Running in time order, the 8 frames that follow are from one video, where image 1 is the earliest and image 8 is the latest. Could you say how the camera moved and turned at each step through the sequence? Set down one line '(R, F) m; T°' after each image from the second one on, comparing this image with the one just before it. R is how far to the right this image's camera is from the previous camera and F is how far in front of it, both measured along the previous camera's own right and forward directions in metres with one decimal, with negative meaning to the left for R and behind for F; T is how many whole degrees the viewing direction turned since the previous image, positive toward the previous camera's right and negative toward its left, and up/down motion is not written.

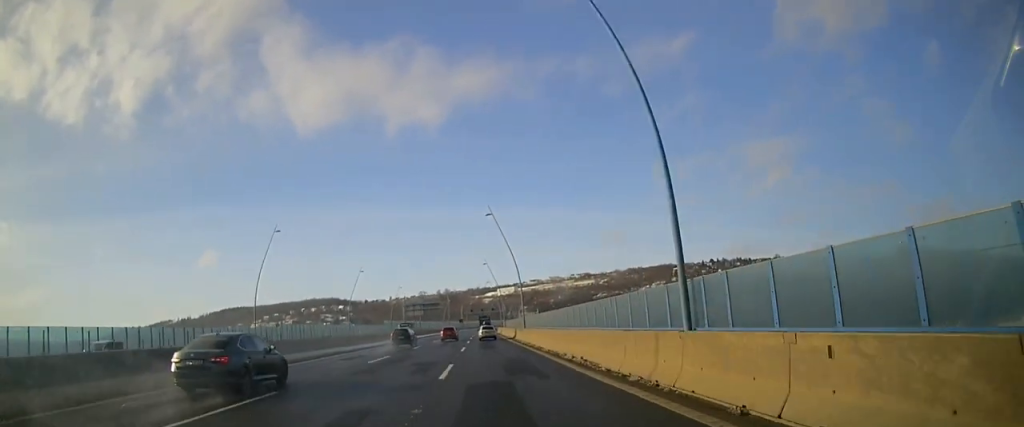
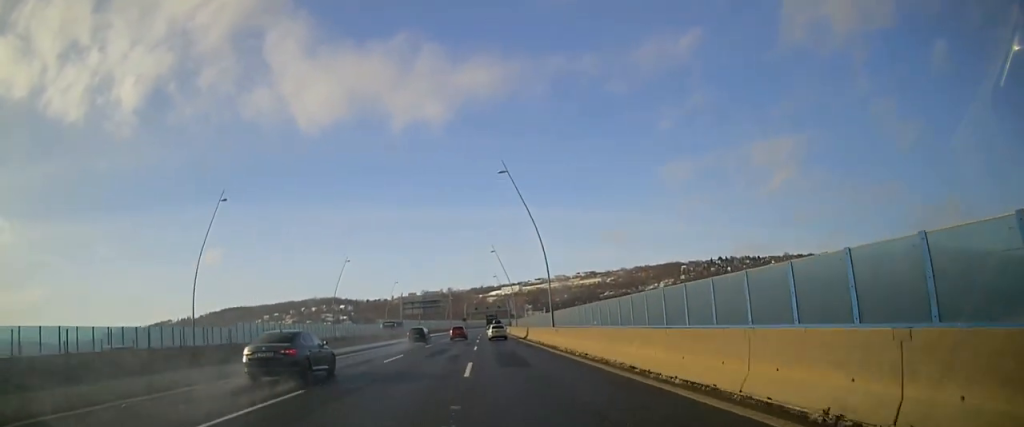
(0.0, +17.5) m; 0°
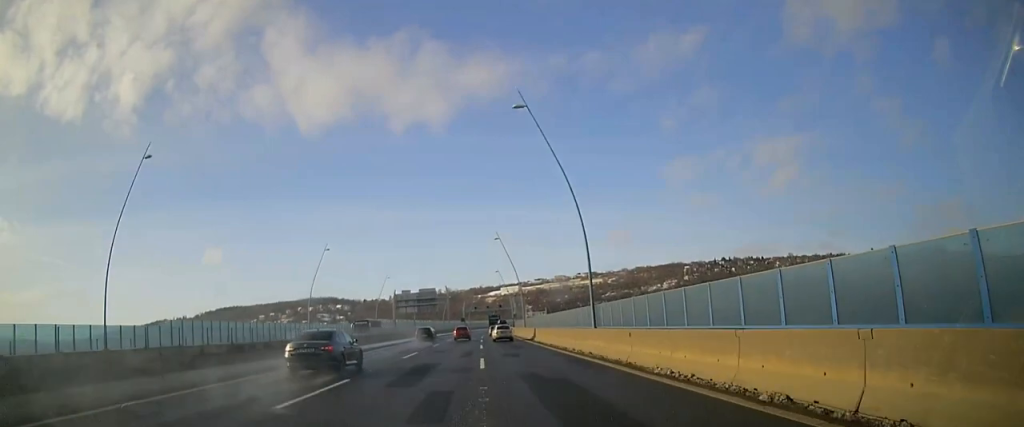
(0.0, +14.7) m; 0°
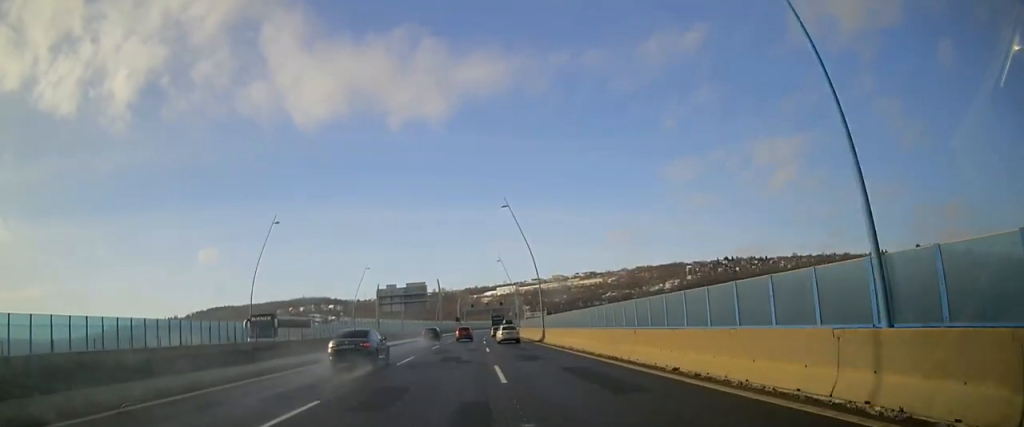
(0.0, +22.7) m; 0°
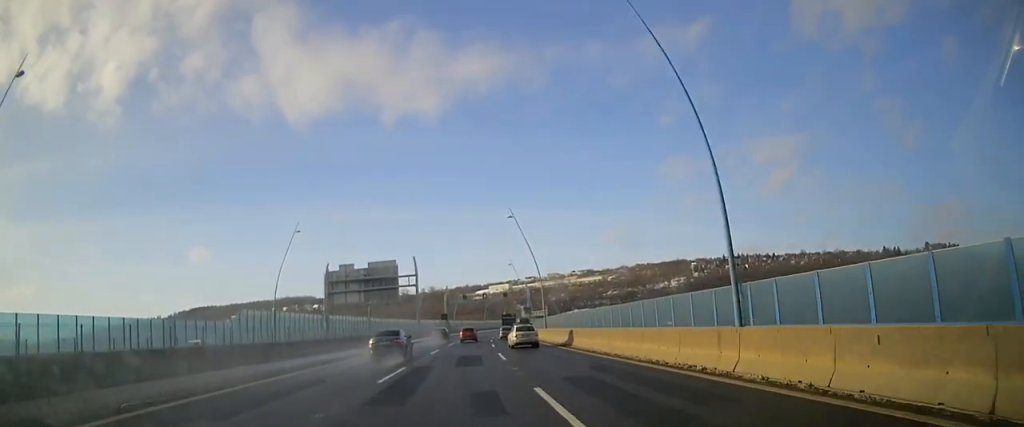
(0.0, +43.4) m; 0°
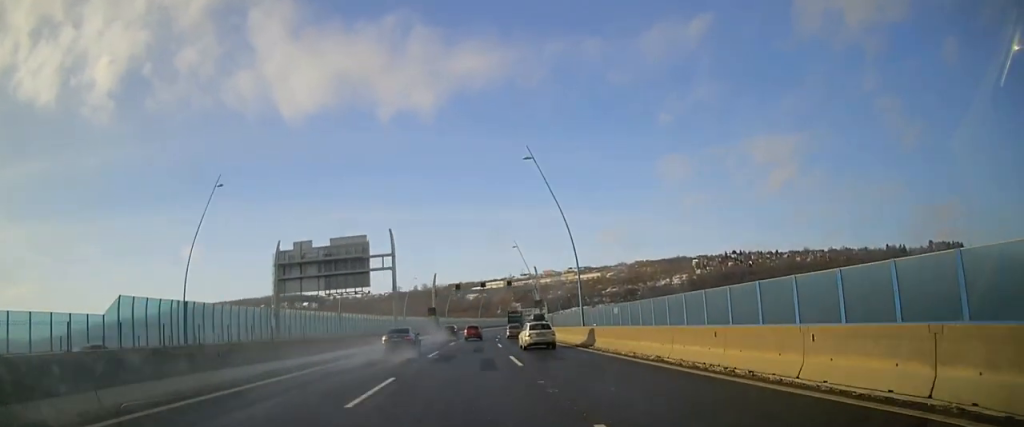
(+0.2, +22.7) m; +1°
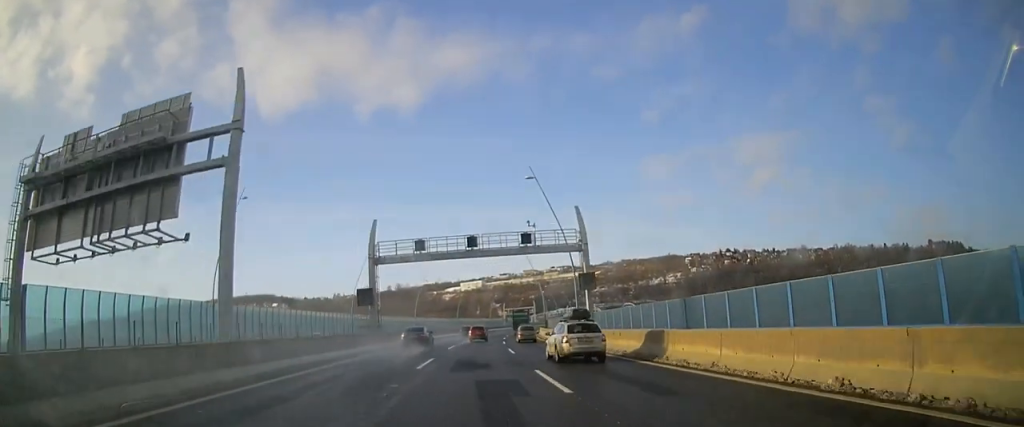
(+0.5, +43.5) m; +2°
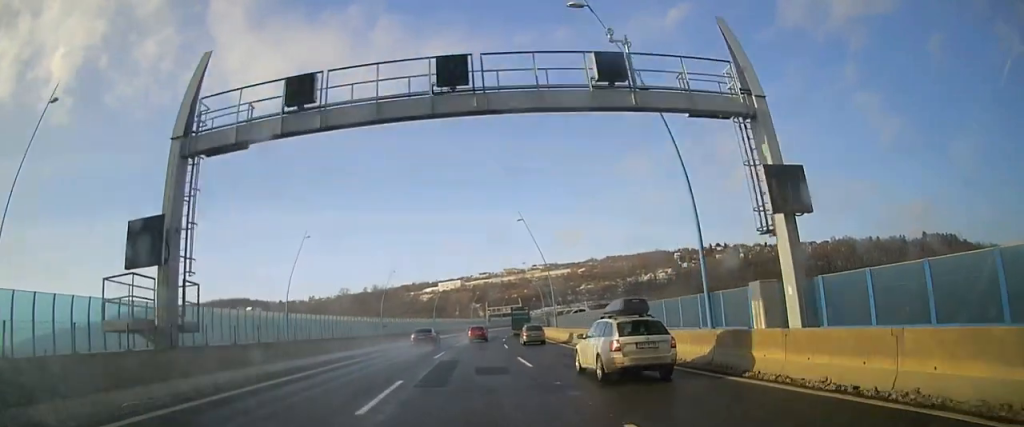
(+0.4, +27.8) m; +2°
